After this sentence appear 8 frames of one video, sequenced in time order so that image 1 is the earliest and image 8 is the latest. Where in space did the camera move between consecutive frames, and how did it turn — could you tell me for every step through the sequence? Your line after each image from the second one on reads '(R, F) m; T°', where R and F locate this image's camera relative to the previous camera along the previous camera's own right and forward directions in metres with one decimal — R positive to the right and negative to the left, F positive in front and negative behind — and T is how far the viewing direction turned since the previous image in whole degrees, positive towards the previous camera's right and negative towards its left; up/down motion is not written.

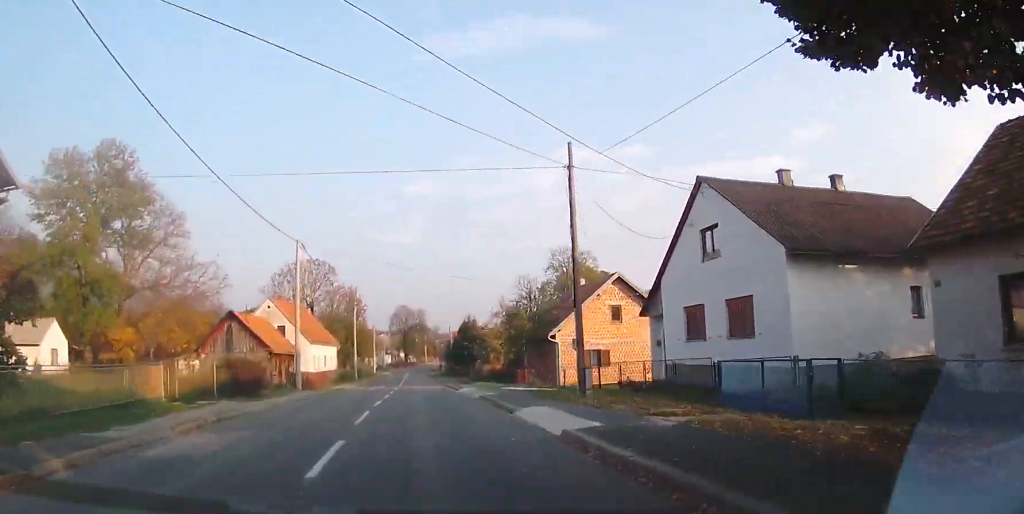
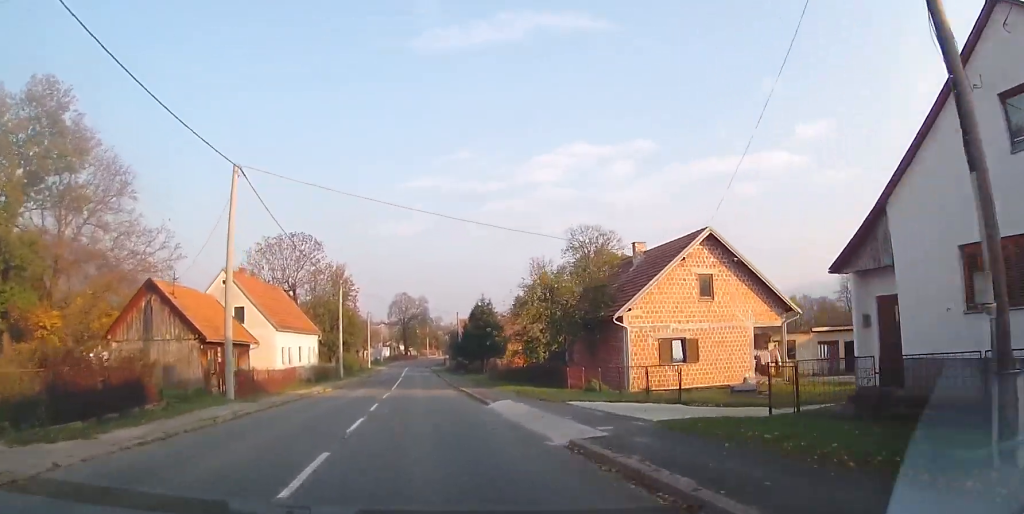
(-0.2, +13.2) m; 0°
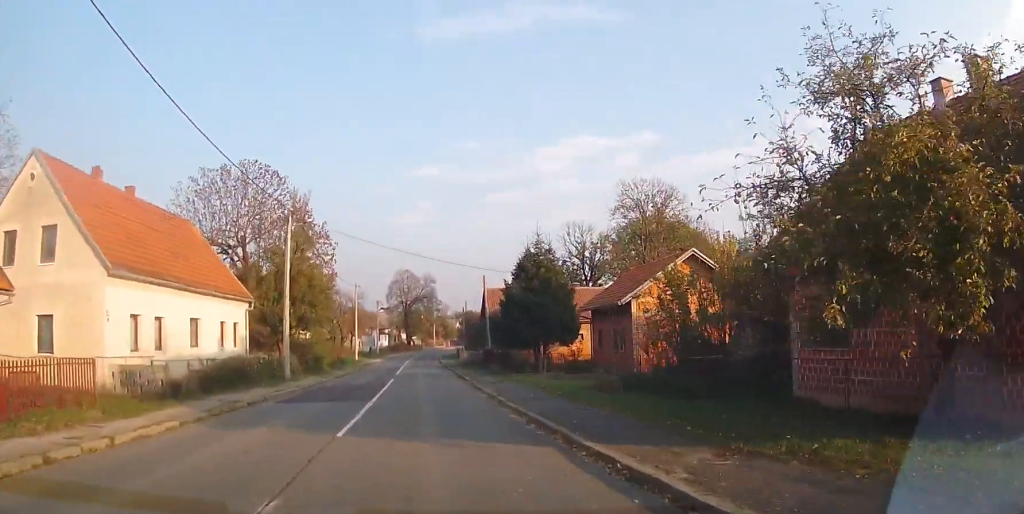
(-0.2, +23.3) m; 0°
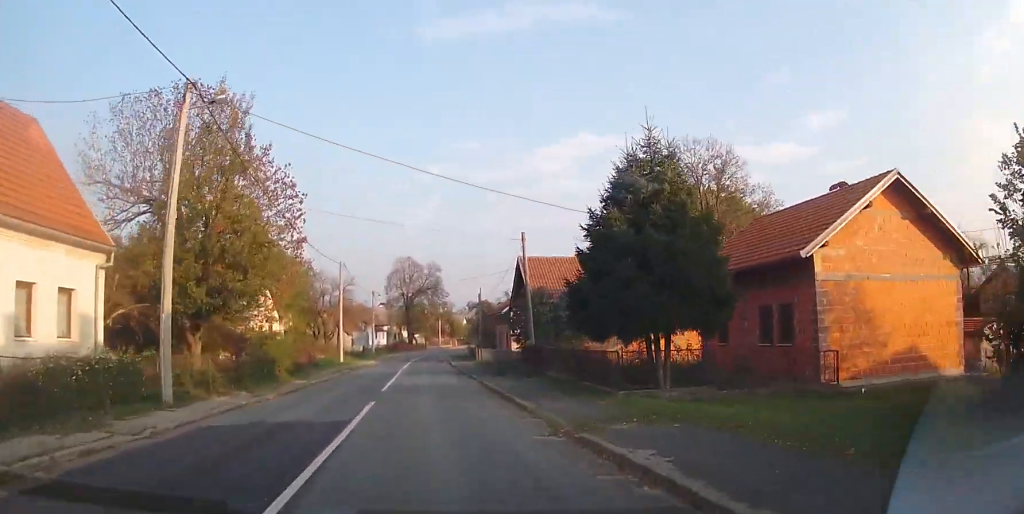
(+0.5, +15.2) m; 0°
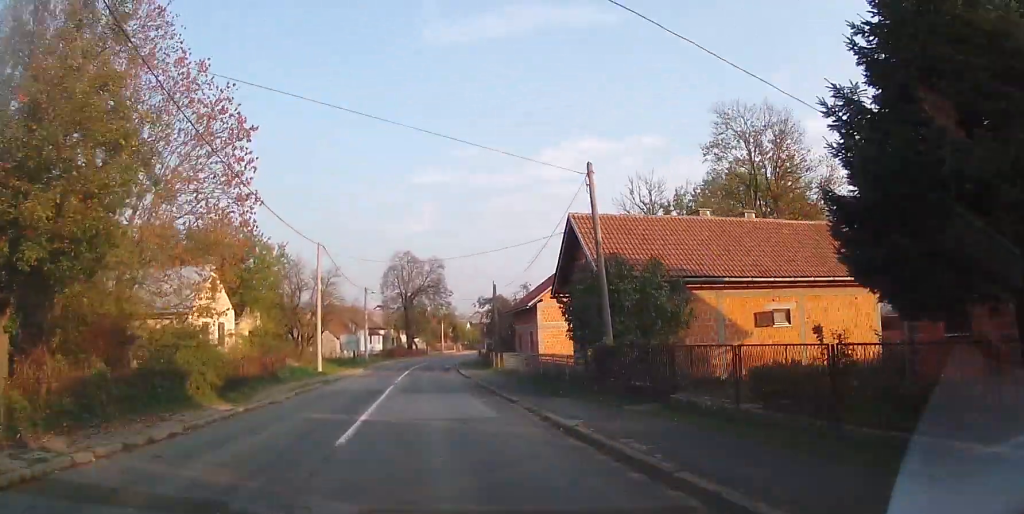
(-0.4, +11.3) m; -2°
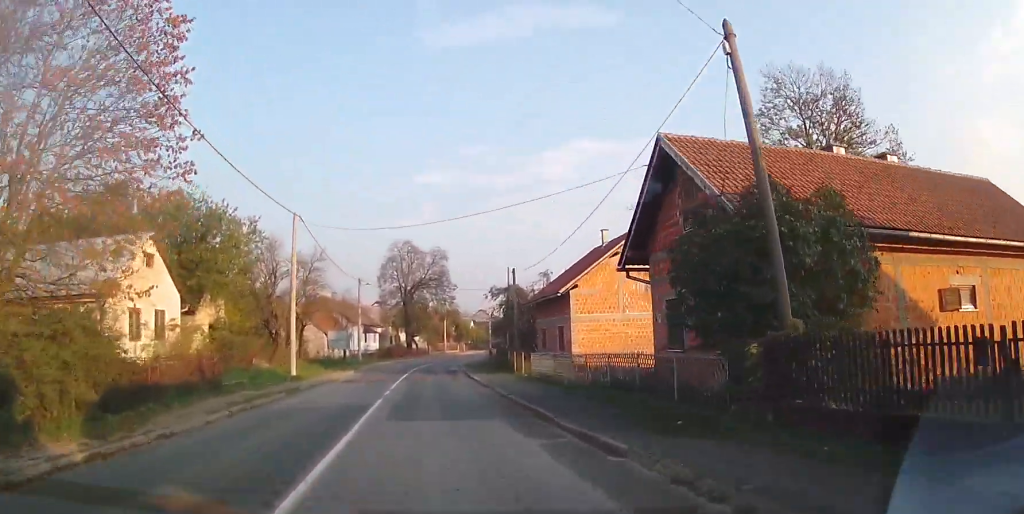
(-0.1, +8.5) m; 0°
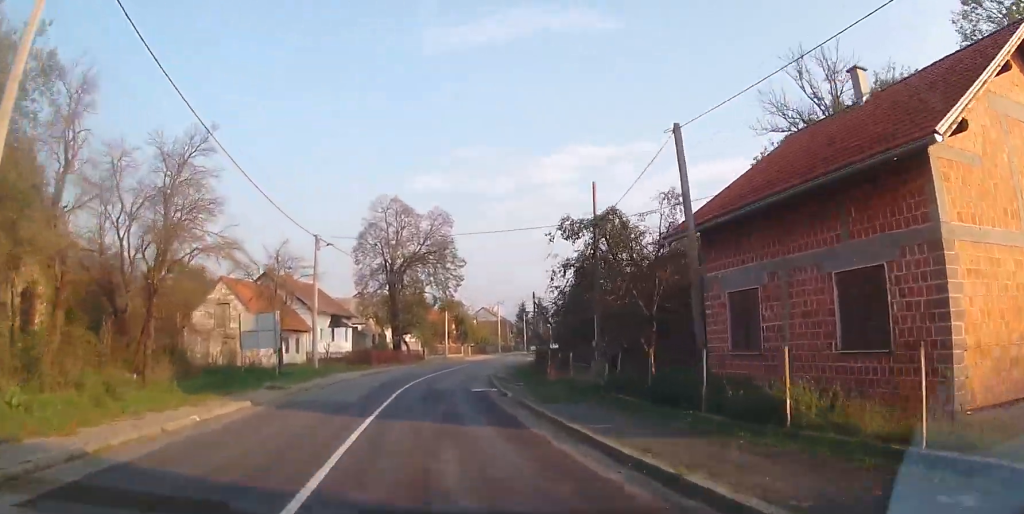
(+0.7, +24.0) m; +5°
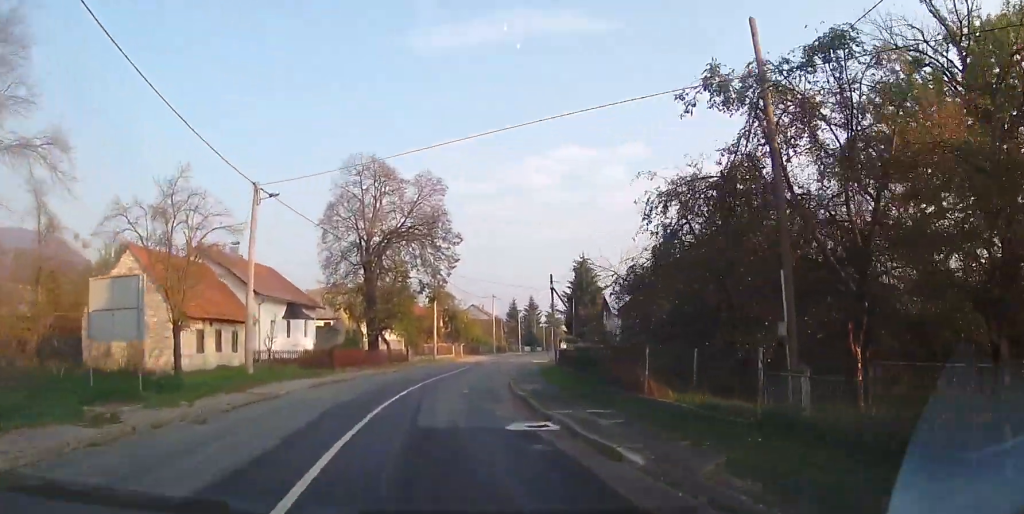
(+0.4, +12.3) m; 0°
